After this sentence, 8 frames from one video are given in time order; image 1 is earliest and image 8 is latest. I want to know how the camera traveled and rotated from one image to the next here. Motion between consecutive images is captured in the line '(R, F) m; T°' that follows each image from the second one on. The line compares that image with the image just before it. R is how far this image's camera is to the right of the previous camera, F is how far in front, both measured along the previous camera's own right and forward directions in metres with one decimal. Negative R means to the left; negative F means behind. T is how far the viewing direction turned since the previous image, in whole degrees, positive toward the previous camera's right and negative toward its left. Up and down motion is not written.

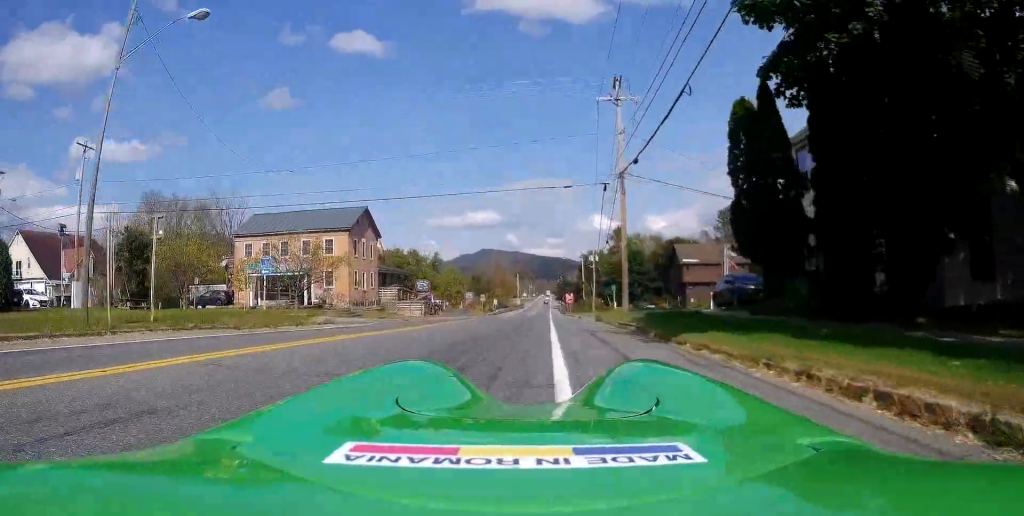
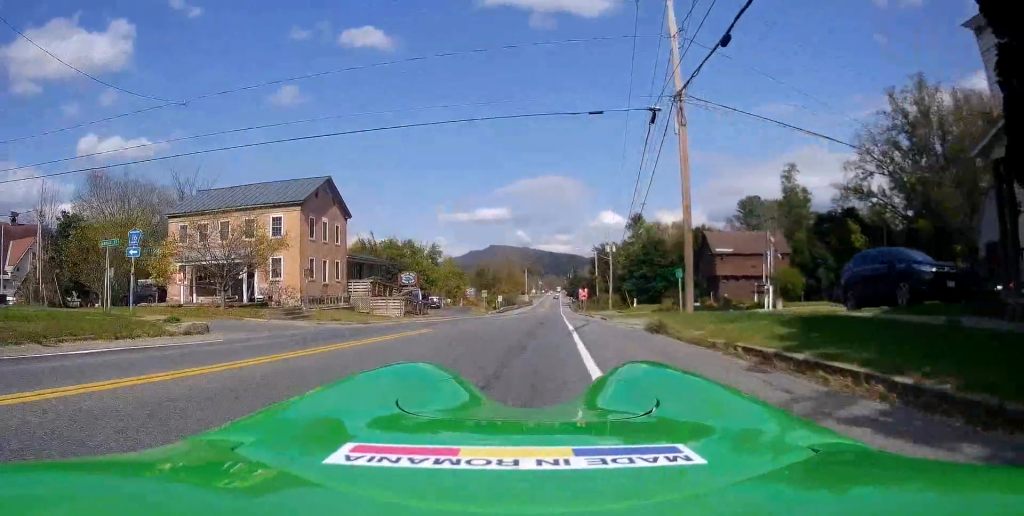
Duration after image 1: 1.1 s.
(-0.3, +11.6) m; 0°
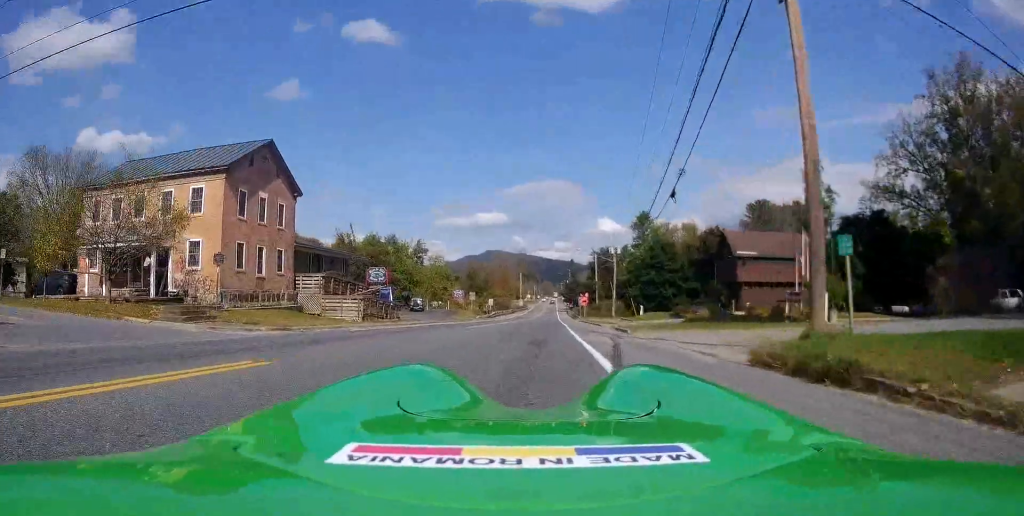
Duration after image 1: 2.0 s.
(+0.2, +9.3) m; +1°
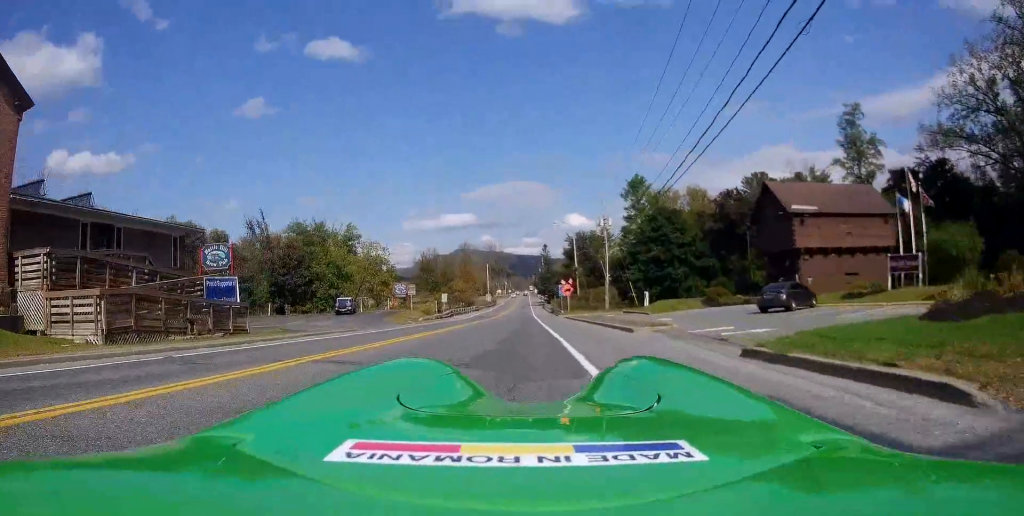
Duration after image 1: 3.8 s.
(-0.3, +20.3) m; -2°
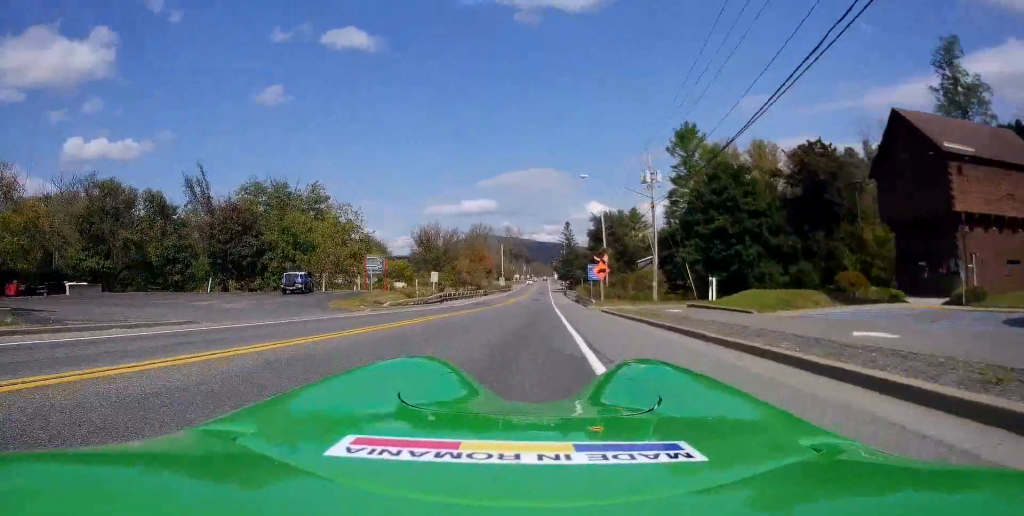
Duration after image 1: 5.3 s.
(+0.1, +16.0) m; +1°
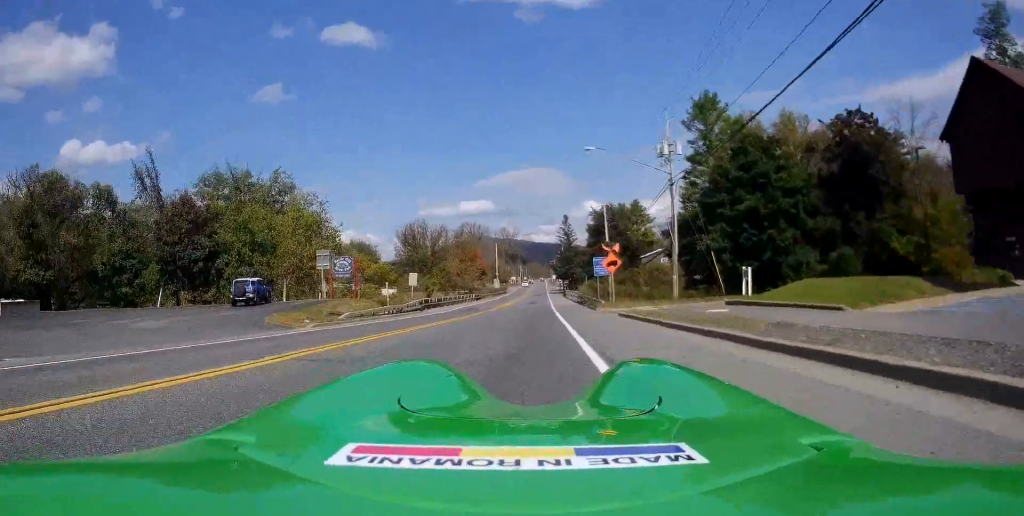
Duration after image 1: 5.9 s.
(-0.1, +7.3) m; 0°
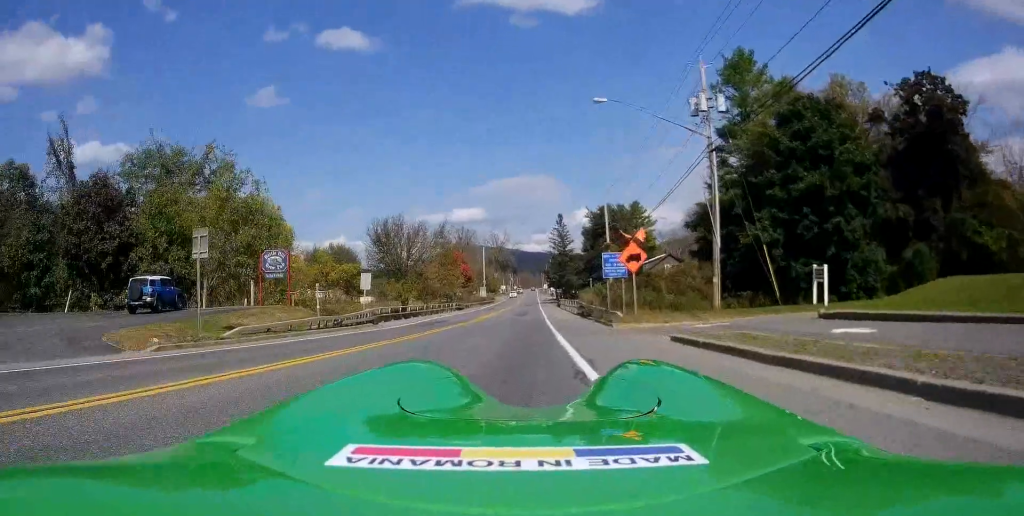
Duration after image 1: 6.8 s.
(0.0, +10.0) m; 0°
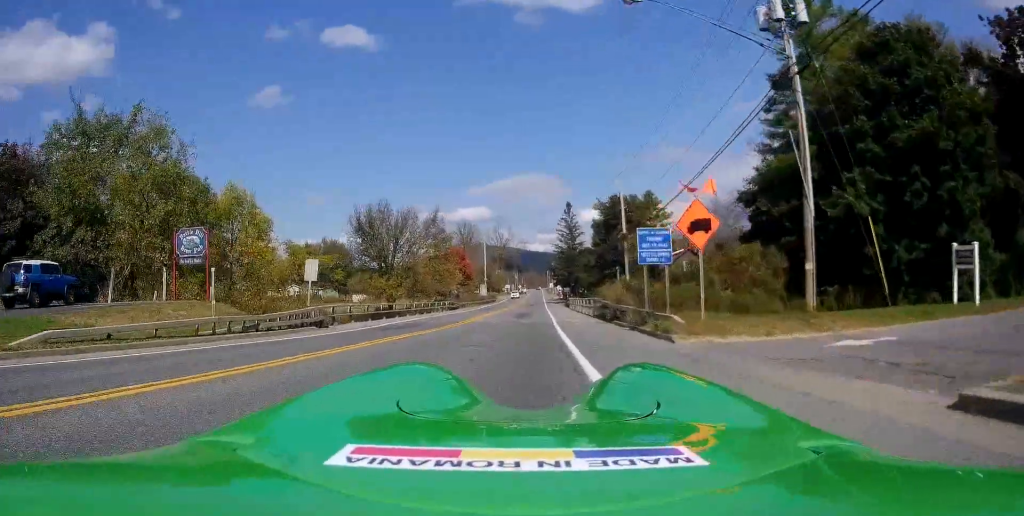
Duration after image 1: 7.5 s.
(0.0, +9.3) m; 0°
